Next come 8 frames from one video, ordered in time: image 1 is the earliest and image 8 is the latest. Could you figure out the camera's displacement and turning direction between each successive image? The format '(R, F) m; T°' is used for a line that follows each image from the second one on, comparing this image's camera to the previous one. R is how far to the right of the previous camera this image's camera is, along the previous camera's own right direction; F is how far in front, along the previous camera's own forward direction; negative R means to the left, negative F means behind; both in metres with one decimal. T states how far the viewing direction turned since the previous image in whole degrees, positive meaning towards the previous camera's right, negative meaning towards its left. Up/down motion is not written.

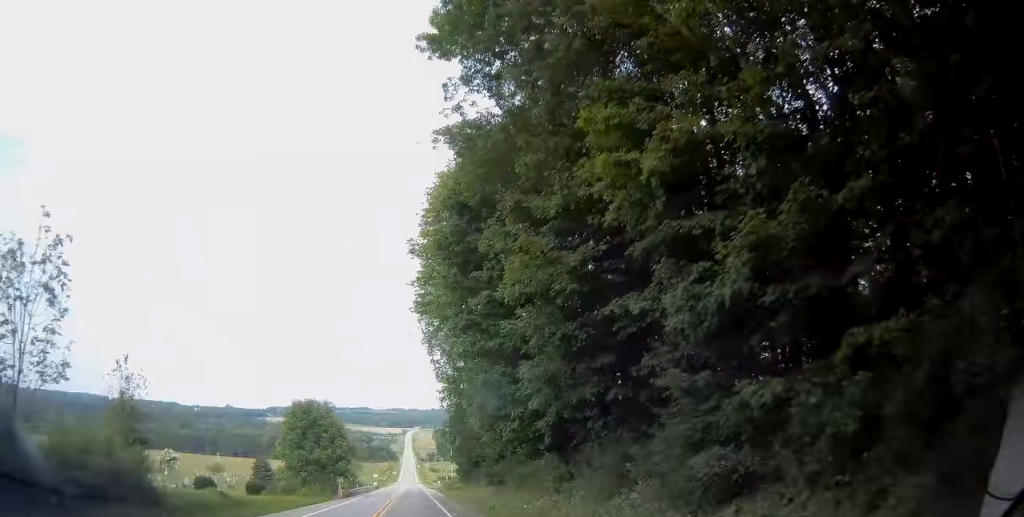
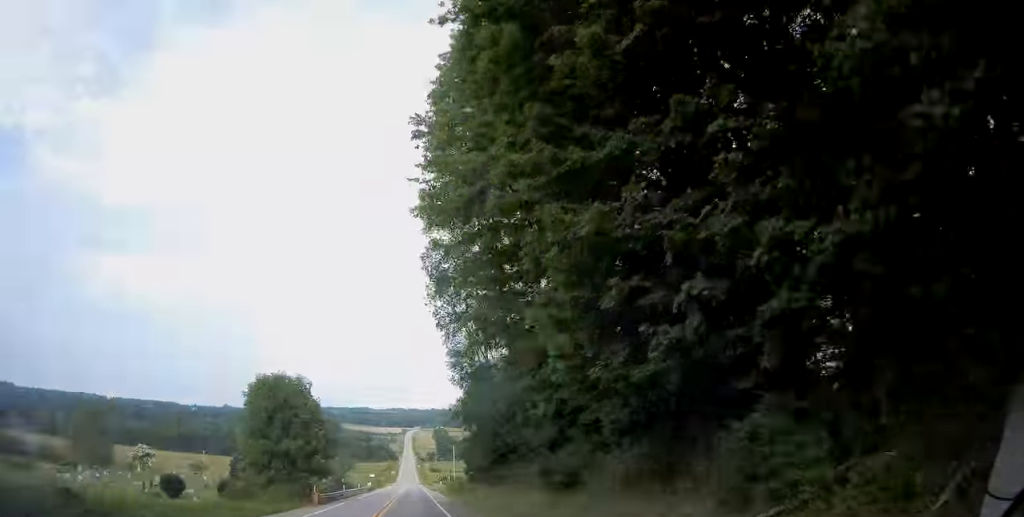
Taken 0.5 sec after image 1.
(+0.1, +14.1) m; +1°
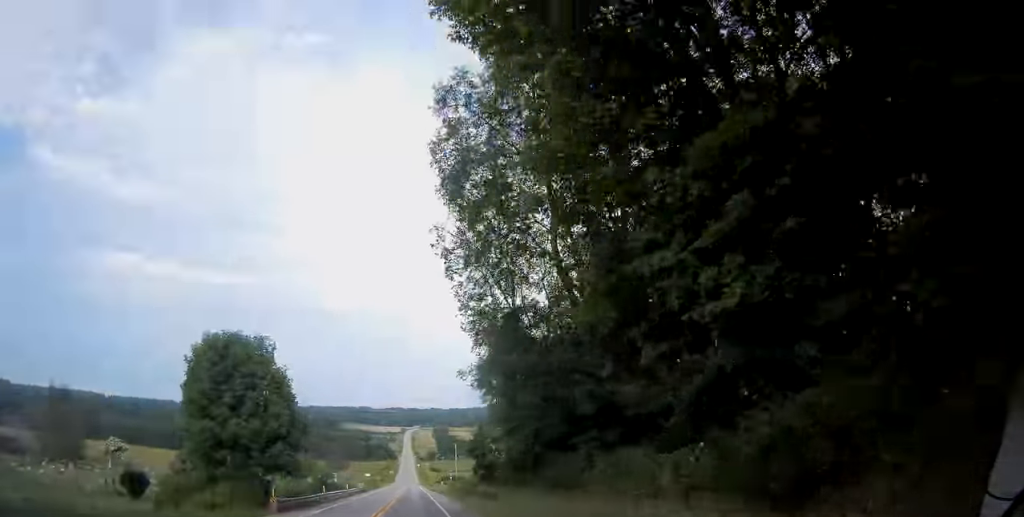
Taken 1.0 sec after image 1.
(+0.2, +12.6) m; 0°
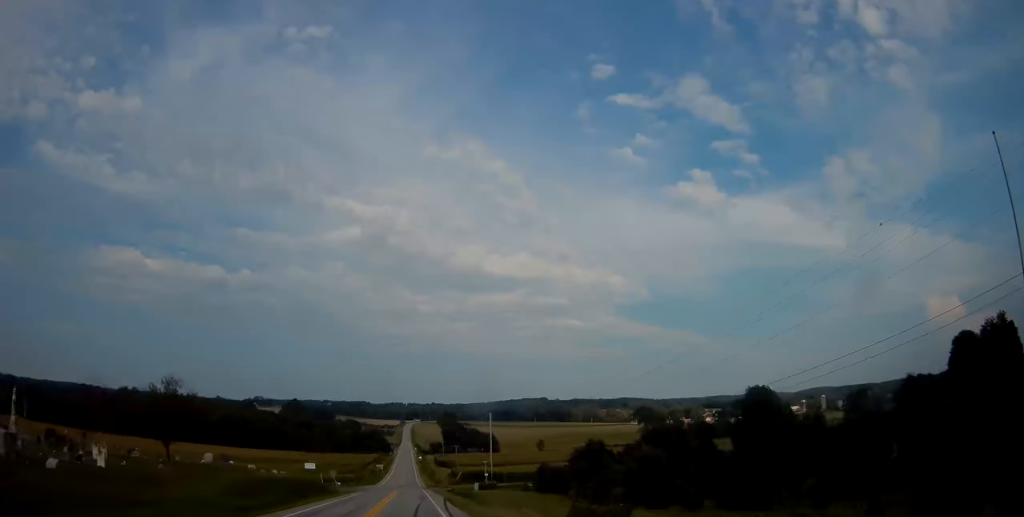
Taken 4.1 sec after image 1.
(-1.7, +84.6) m; -2°
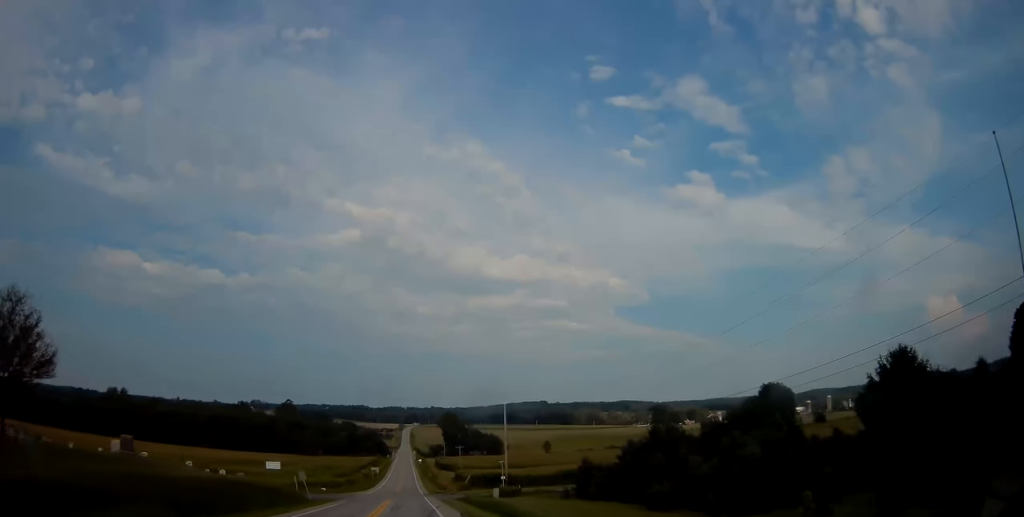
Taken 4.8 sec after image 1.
(-0.1, +17.3) m; 0°
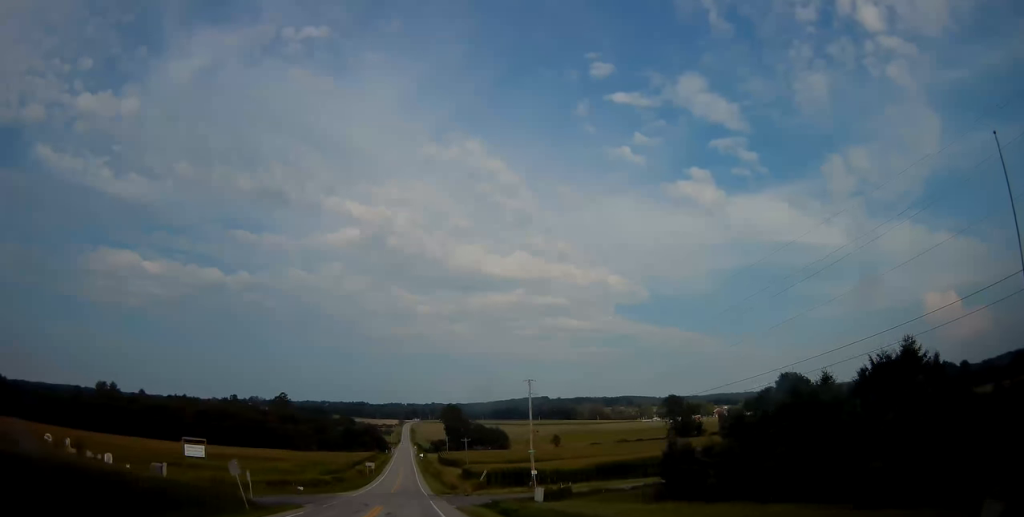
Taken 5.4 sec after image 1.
(0.0, +18.3) m; +1°
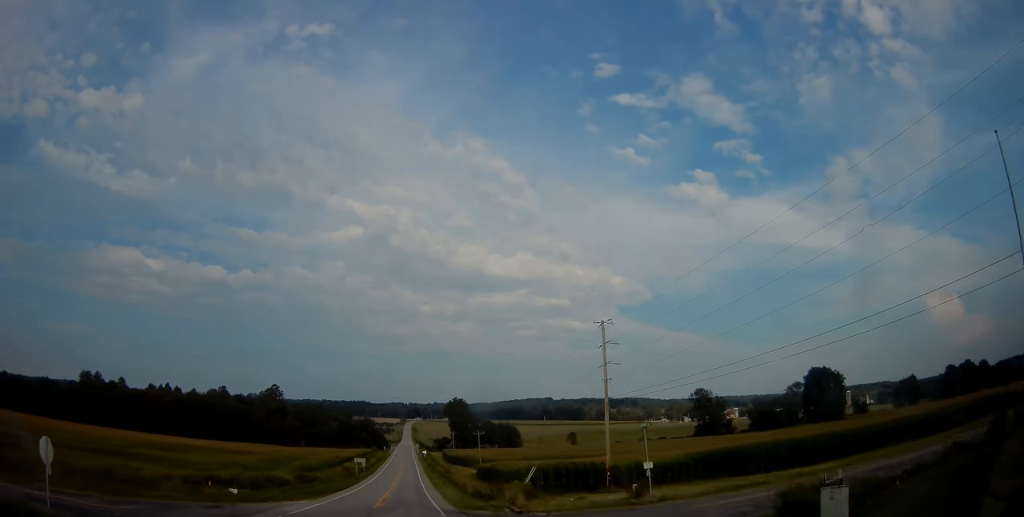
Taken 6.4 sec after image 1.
(+0.3, +26.6) m; 0°
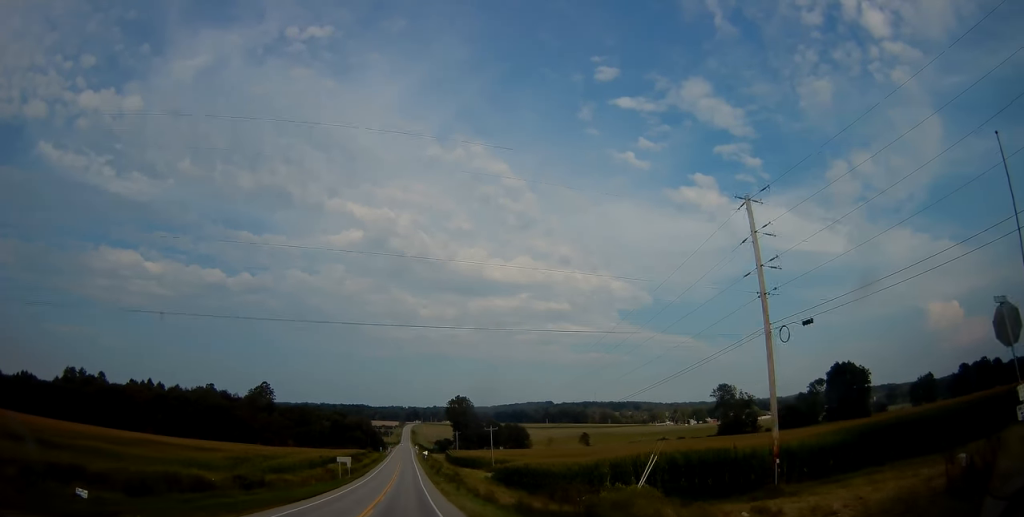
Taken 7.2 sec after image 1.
(-0.1, +21.3) m; 0°
